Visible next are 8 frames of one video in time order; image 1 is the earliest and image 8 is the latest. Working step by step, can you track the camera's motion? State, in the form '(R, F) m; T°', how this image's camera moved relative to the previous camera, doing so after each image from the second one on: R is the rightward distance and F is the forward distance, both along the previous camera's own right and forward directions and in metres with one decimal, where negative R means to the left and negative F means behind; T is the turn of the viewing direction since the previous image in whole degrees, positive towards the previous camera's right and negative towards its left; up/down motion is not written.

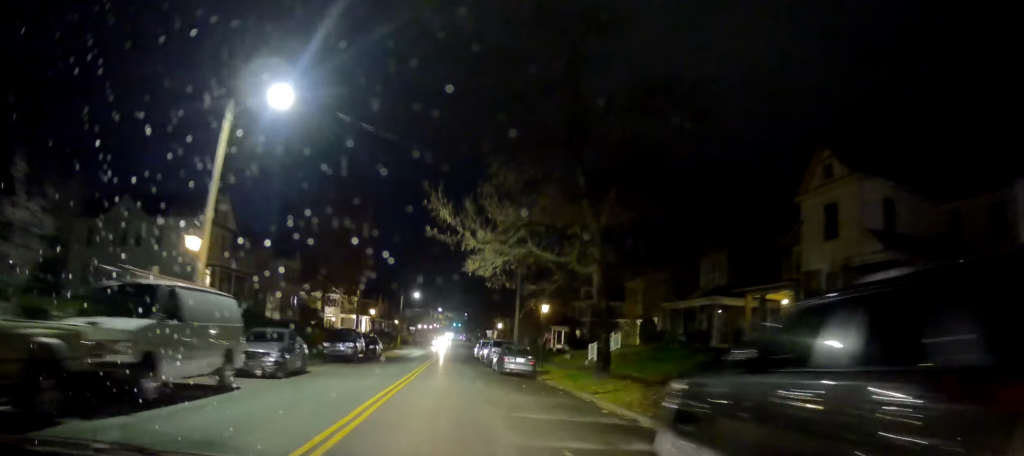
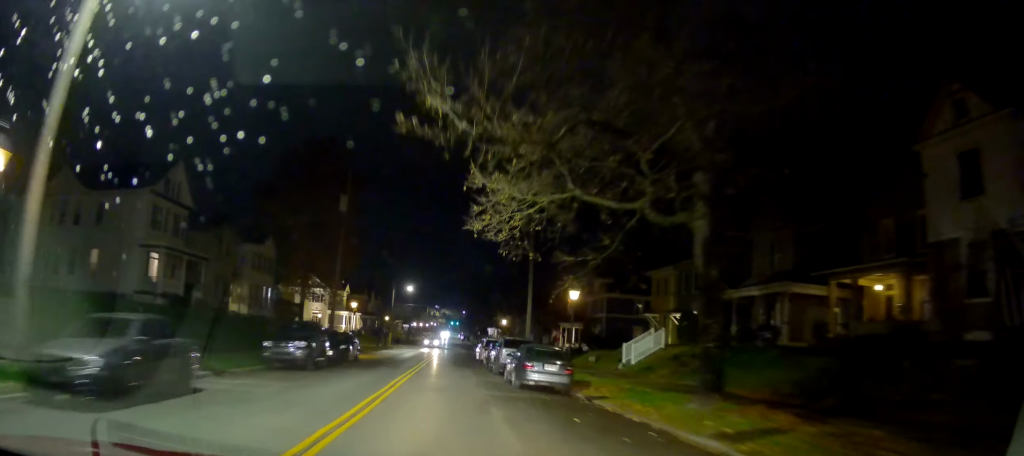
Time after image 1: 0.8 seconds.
(0.0, +9.0) m; -1°
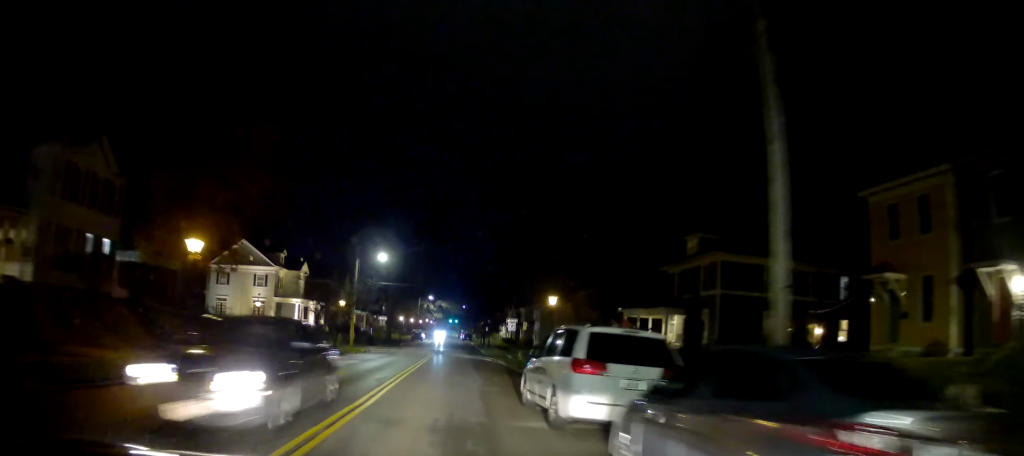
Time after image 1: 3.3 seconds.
(-1.0, +29.7) m; -2°
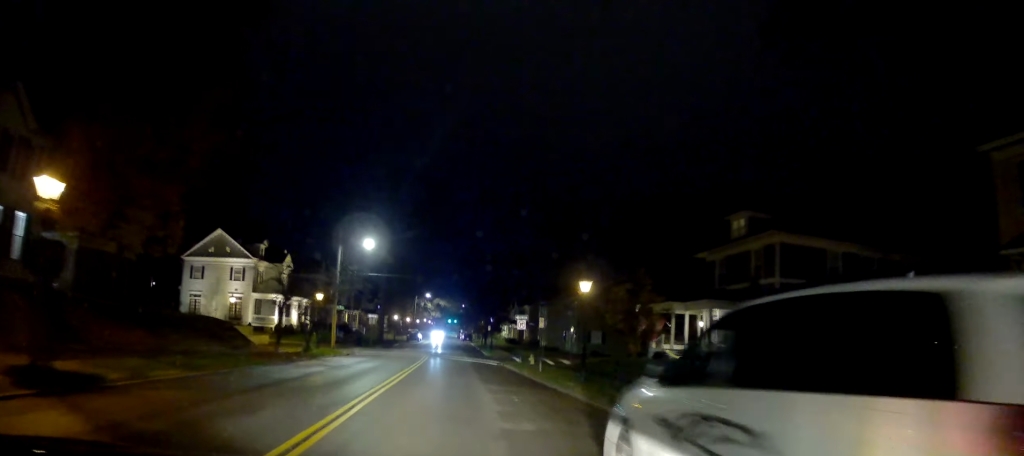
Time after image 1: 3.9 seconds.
(-0.1, +7.5) m; 0°
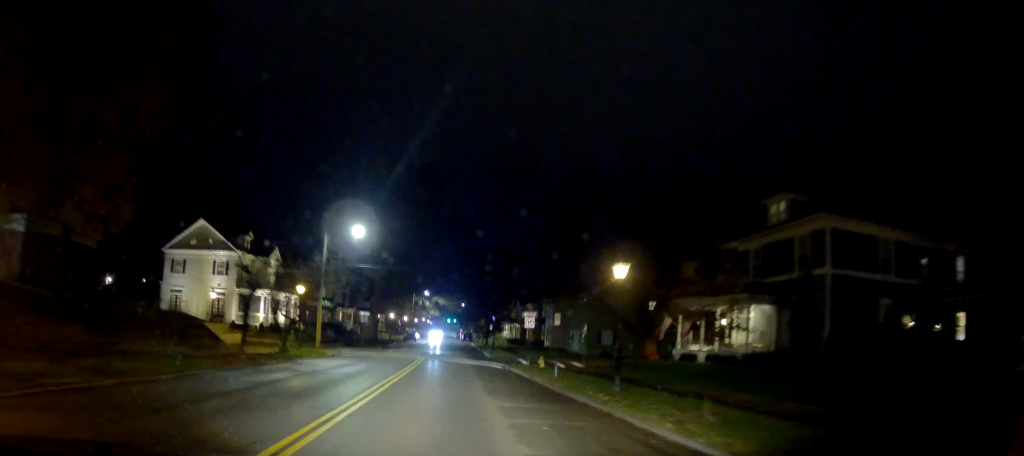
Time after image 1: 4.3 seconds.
(-0.2, +4.7) m; 0°
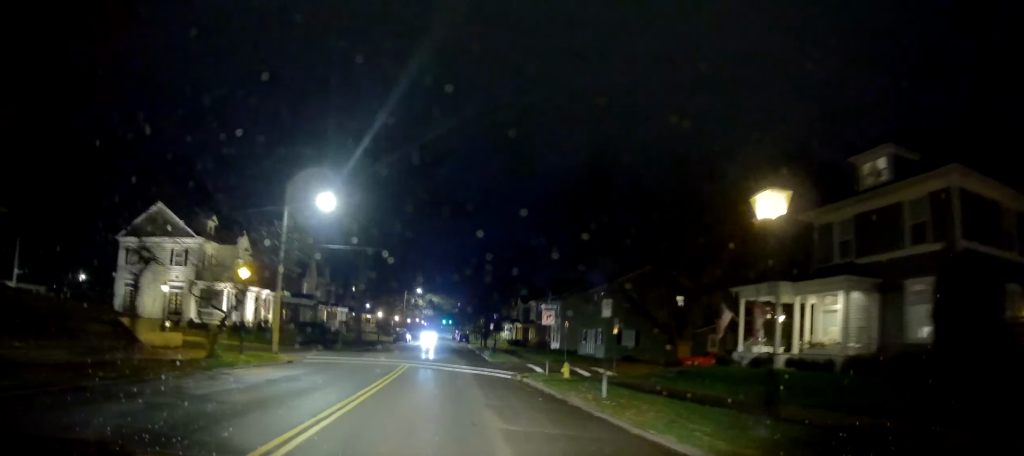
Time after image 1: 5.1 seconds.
(+0.2, +8.7) m; +1°
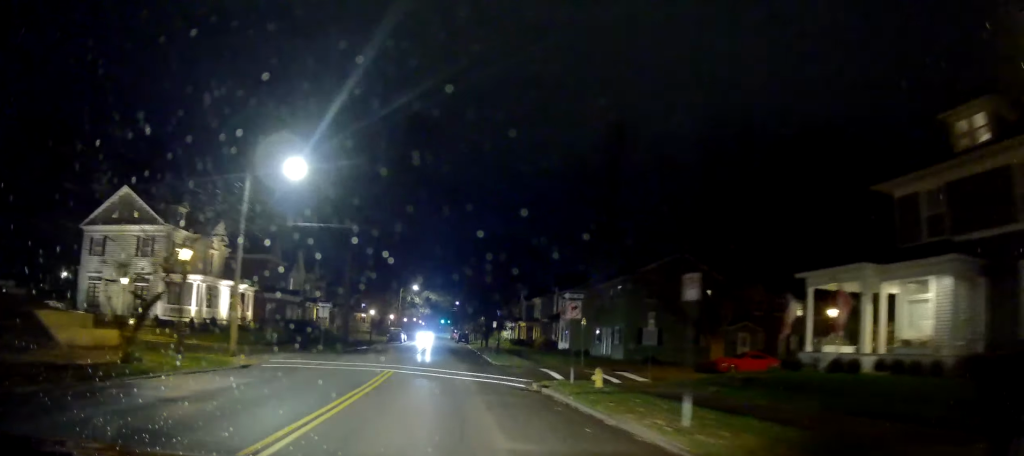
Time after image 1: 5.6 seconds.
(+0.1, +5.9) m; +1°
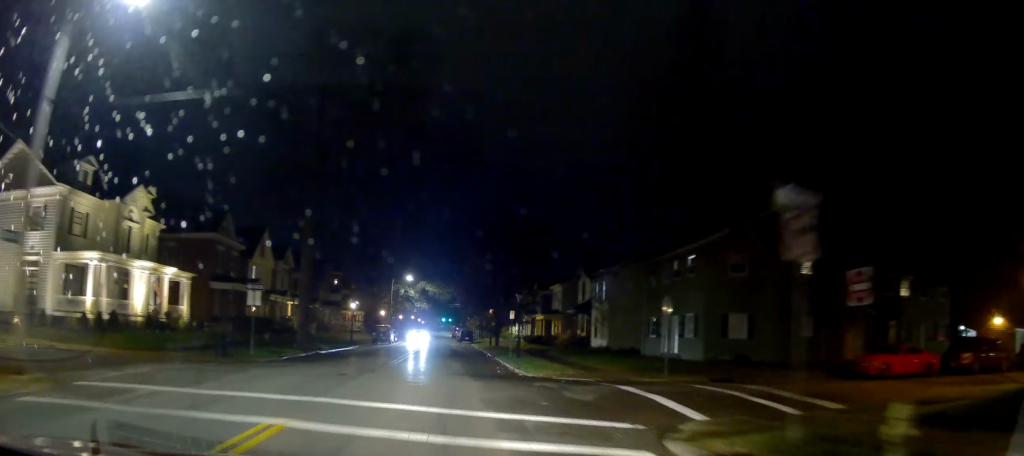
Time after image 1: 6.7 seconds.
(0.0, +13.9) m; 0°
